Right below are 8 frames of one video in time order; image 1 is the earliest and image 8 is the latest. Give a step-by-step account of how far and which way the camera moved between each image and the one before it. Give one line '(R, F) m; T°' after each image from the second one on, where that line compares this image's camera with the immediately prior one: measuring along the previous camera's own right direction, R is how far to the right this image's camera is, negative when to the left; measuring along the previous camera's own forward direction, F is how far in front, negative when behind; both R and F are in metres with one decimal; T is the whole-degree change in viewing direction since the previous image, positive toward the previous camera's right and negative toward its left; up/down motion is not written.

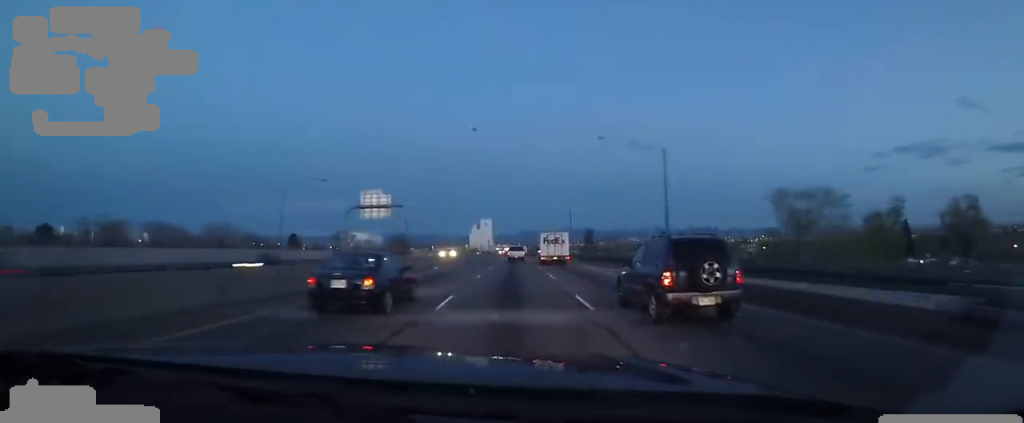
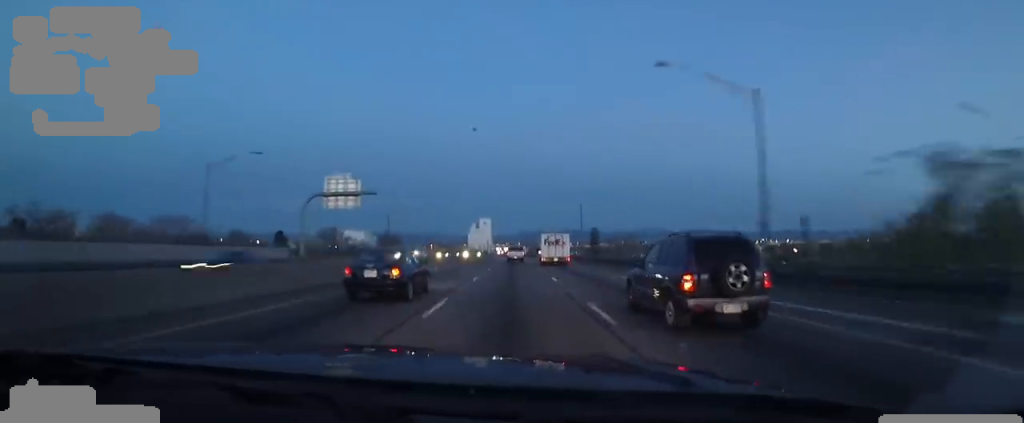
(0.0, +13.4) m; 0°
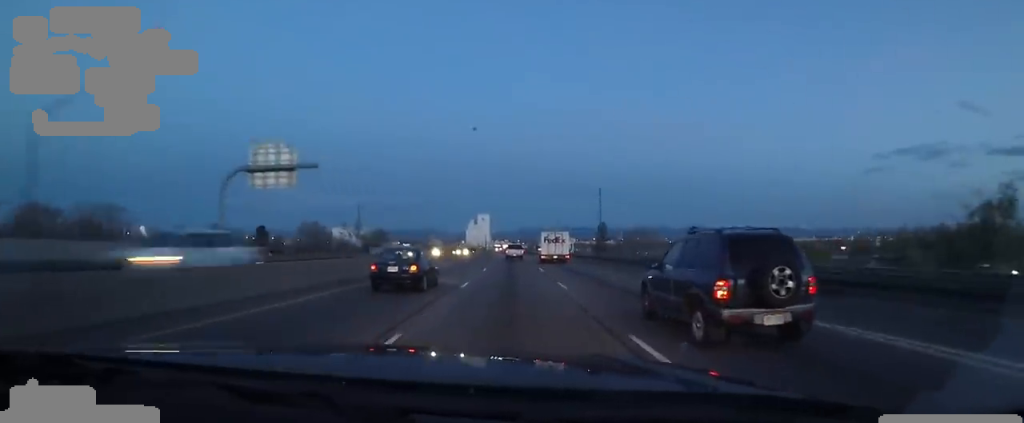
(0.0, +16.3) m; 0°
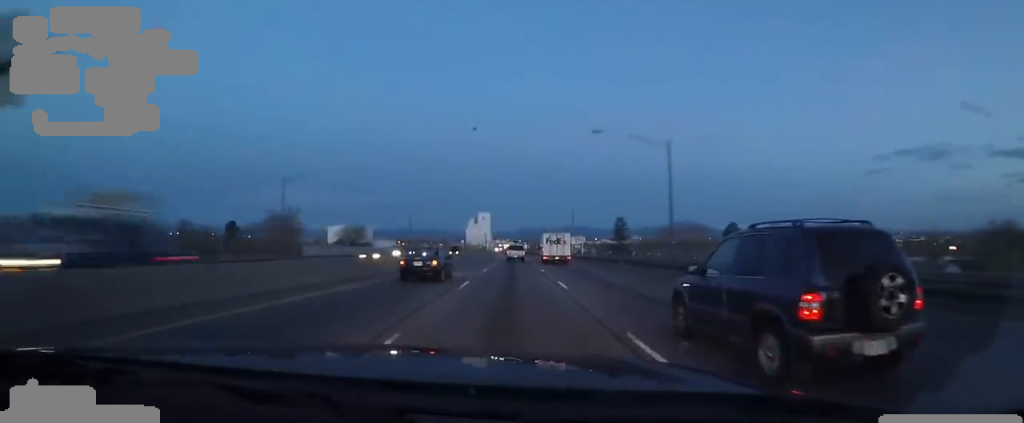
(0.0, +24.6) m; 0°
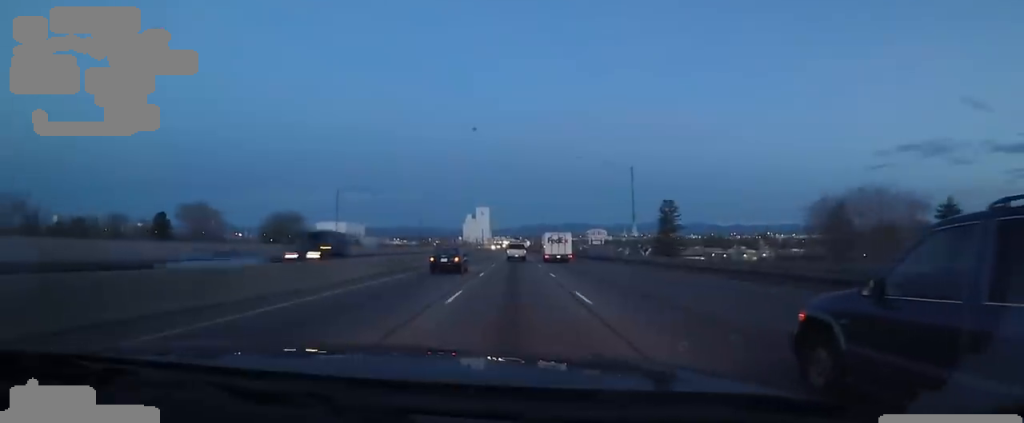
(0.0, +41.5) m; 0°
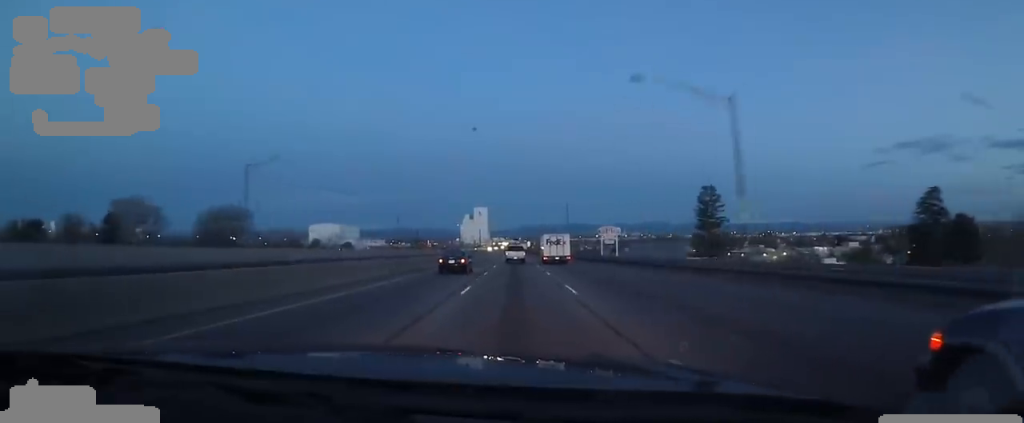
(0.0, +20.4) m; 0°
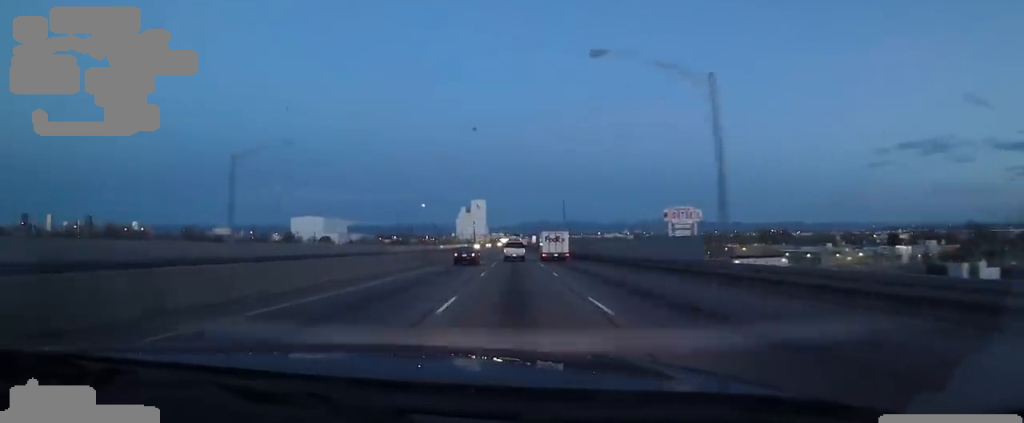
(0.0, +53.1) m; 0°
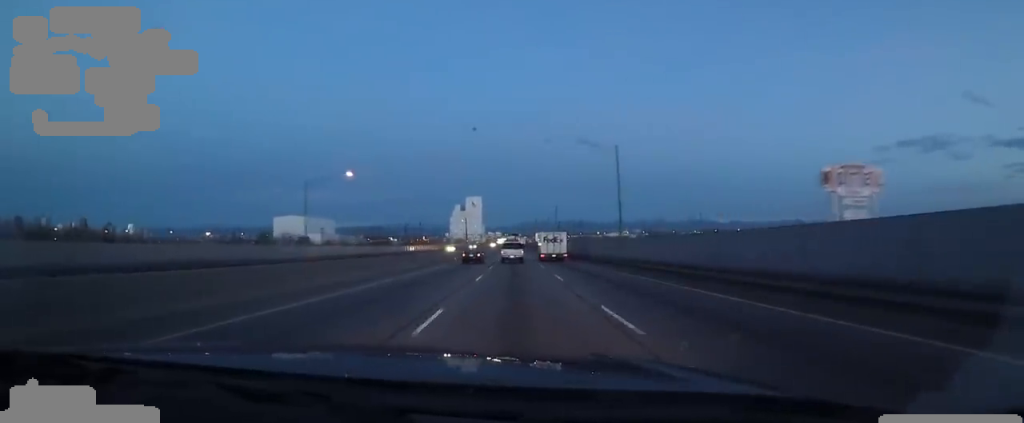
(0.0, +37.3) m; 0°
